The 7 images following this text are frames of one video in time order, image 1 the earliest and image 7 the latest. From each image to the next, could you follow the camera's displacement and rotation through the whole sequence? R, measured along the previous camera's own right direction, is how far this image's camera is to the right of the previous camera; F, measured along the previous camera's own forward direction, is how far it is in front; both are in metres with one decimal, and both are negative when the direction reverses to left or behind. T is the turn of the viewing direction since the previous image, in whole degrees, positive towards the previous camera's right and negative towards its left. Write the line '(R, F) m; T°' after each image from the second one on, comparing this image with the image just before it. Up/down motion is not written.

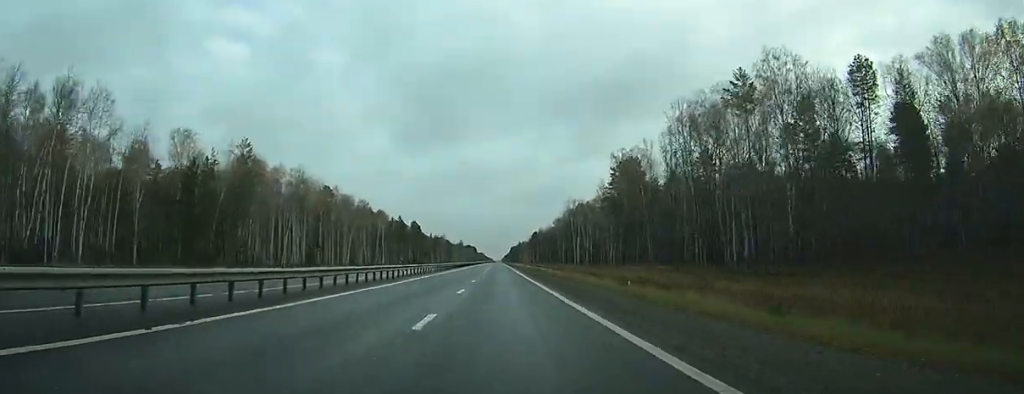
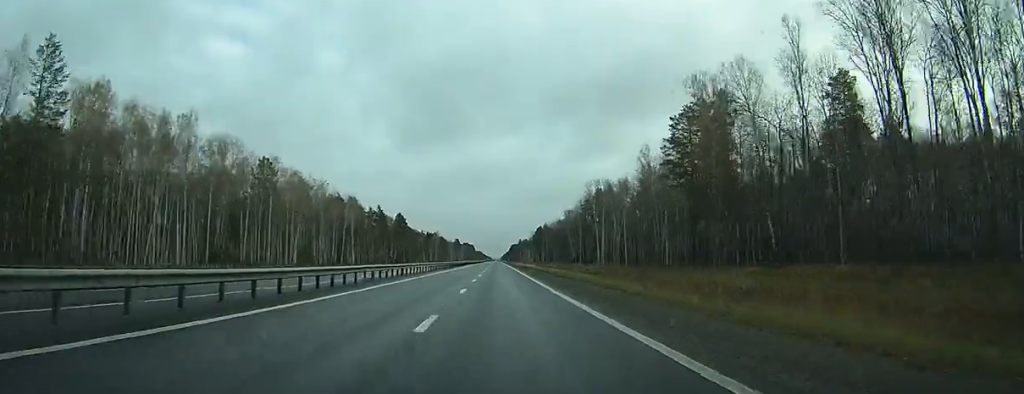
(0.0, +61.2) m; 0°
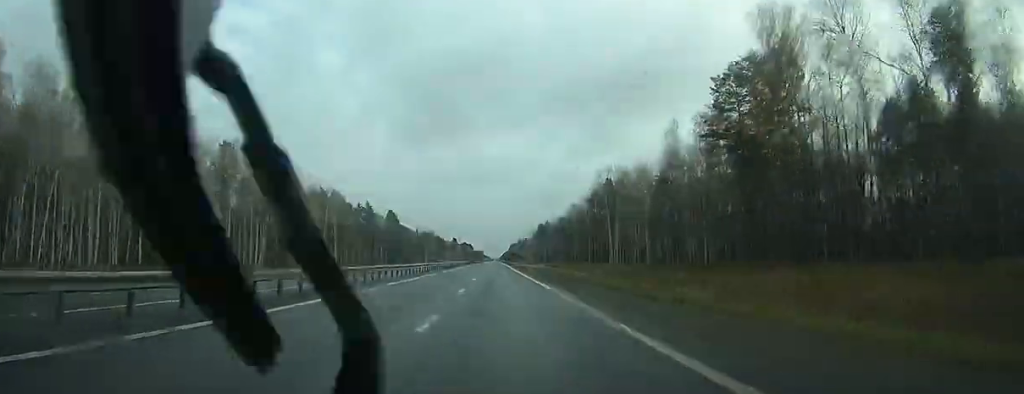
(+0.1, +23.7) m; 0°
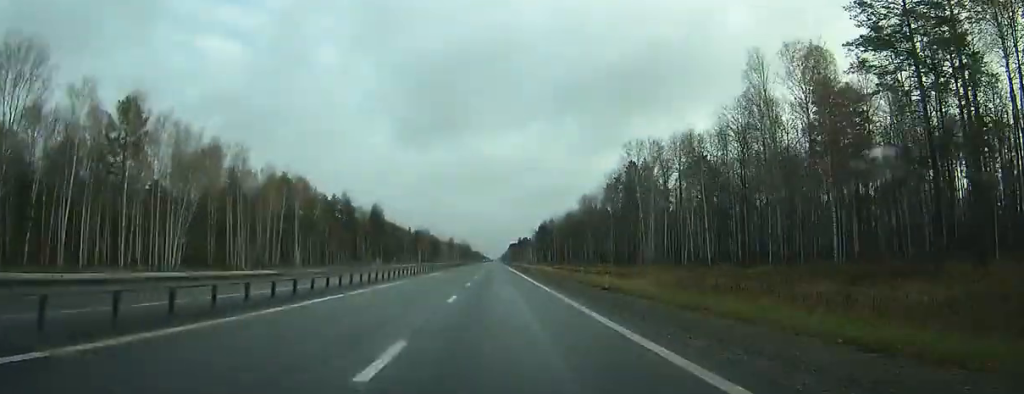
(-0.2, +38.9) m; 0°
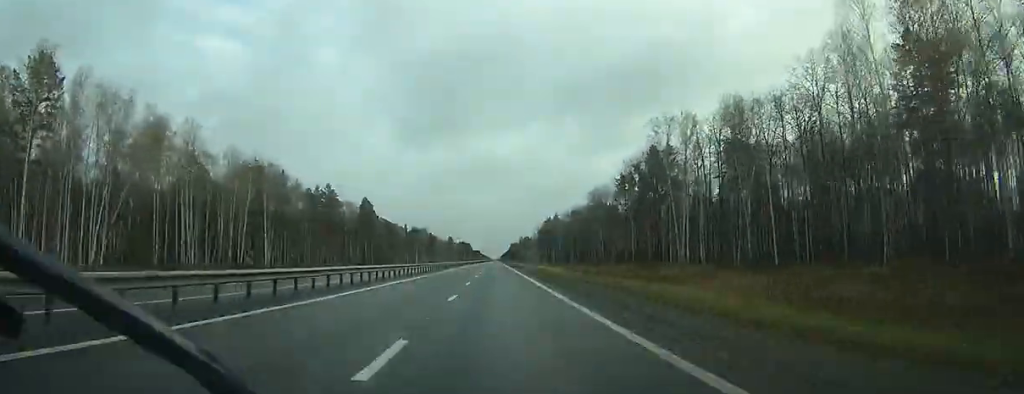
(0.0, +23.0) m; 0°
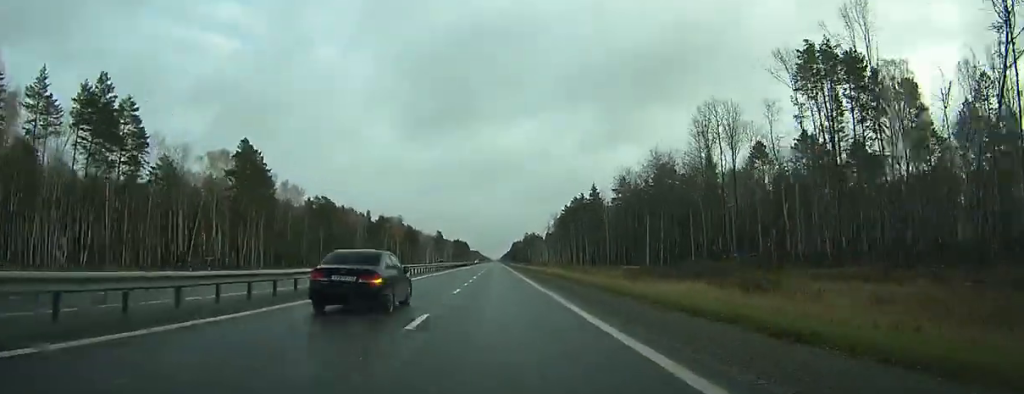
(+1.2, +130.3) m; +1°
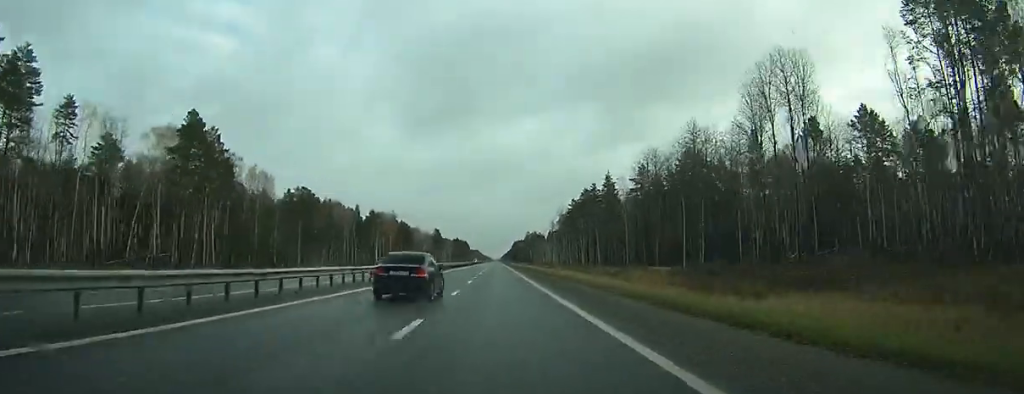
(0.0, +26.5) m; 0°
